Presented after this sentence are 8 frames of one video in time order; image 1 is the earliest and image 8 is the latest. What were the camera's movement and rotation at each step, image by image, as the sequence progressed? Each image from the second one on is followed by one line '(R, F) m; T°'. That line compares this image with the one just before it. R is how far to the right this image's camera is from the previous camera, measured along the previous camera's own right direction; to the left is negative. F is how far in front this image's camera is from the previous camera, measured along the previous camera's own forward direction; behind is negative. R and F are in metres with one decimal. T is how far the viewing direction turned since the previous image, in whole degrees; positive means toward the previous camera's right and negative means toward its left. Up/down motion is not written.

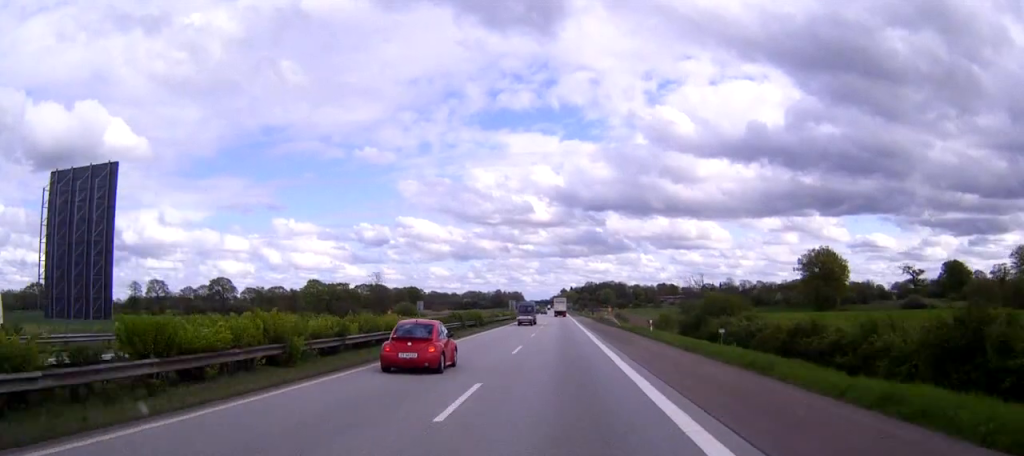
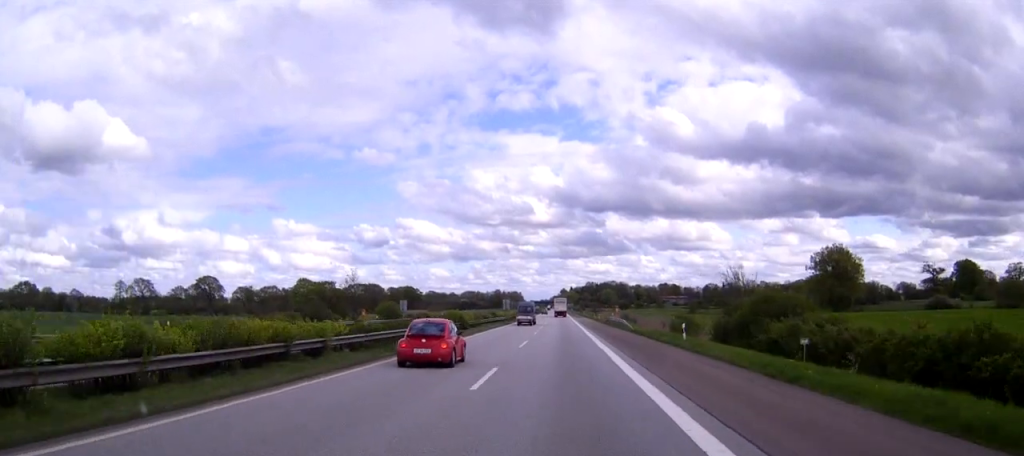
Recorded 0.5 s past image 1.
(0.0, +13.6) m; 0°
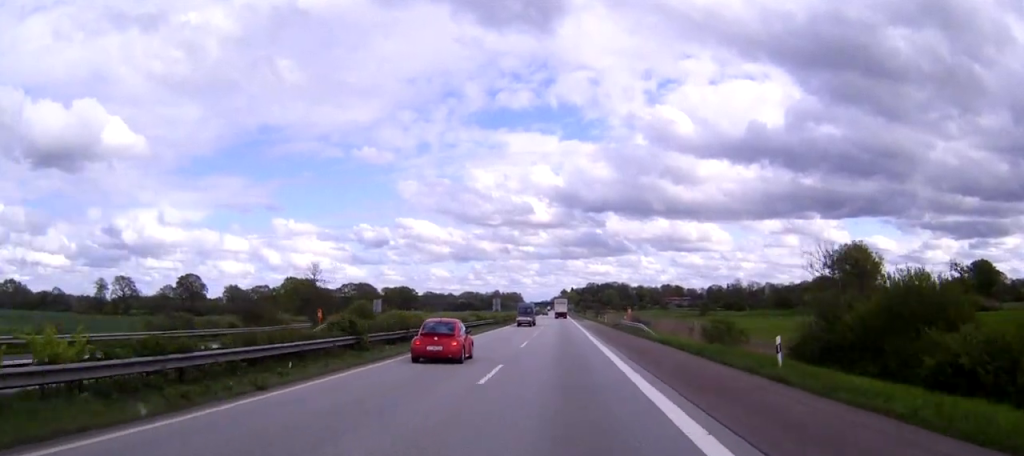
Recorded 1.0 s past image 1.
(0.0, +16.4) m; 0°
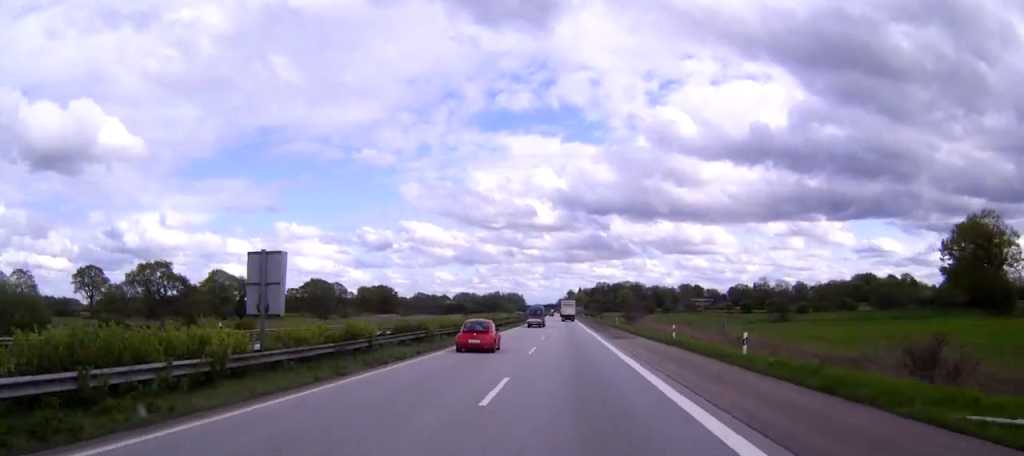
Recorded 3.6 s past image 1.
(-0.4, +75.5) m; -1°
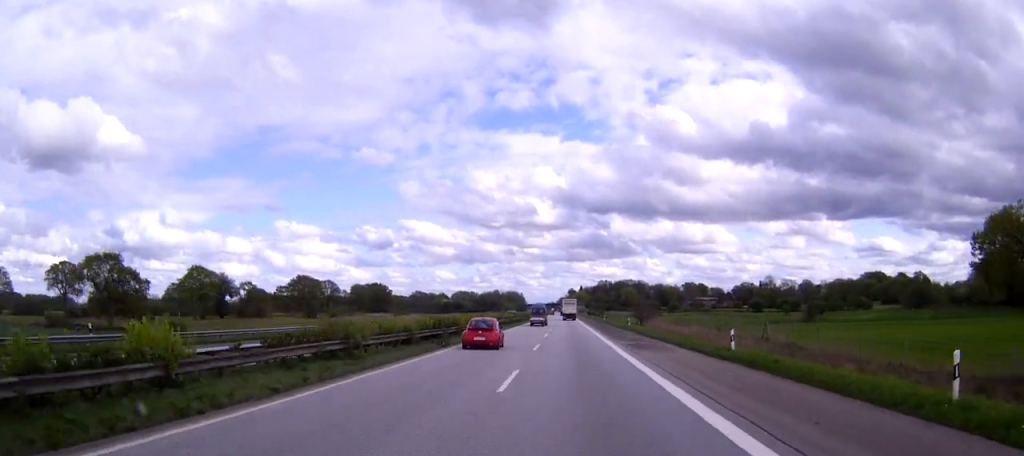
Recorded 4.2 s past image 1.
(0.0, +15.4) m; 0°
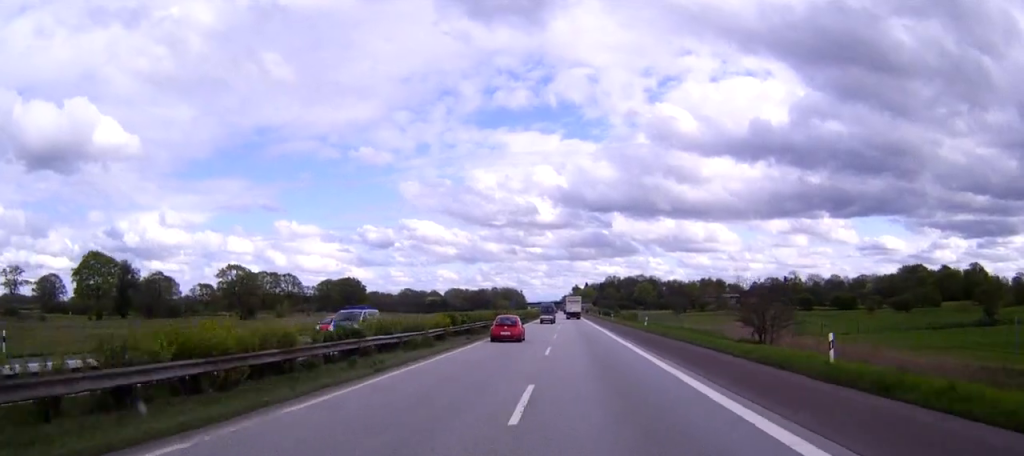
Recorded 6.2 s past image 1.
(-0.1, +59.0) m; 0°
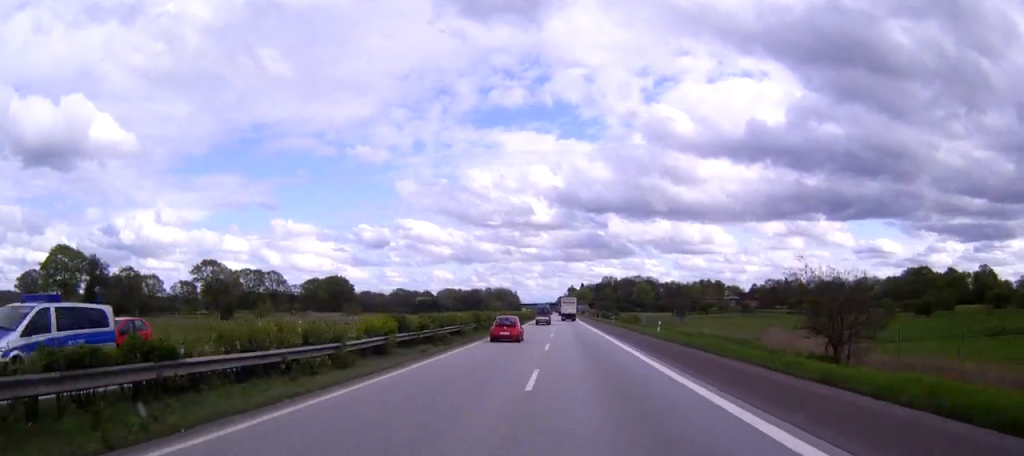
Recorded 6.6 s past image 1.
(+0.1, +12.6) m; 0°
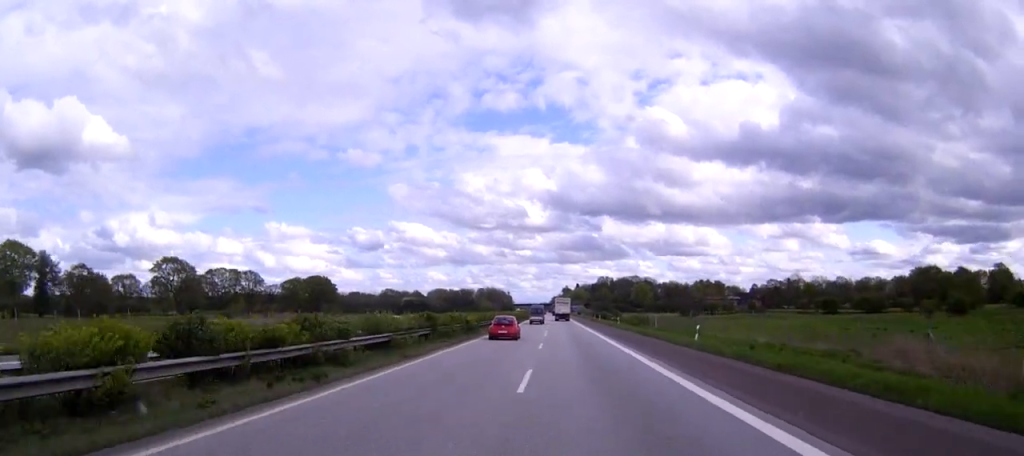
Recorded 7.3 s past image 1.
(+0.1, +18.3) m; 0°
